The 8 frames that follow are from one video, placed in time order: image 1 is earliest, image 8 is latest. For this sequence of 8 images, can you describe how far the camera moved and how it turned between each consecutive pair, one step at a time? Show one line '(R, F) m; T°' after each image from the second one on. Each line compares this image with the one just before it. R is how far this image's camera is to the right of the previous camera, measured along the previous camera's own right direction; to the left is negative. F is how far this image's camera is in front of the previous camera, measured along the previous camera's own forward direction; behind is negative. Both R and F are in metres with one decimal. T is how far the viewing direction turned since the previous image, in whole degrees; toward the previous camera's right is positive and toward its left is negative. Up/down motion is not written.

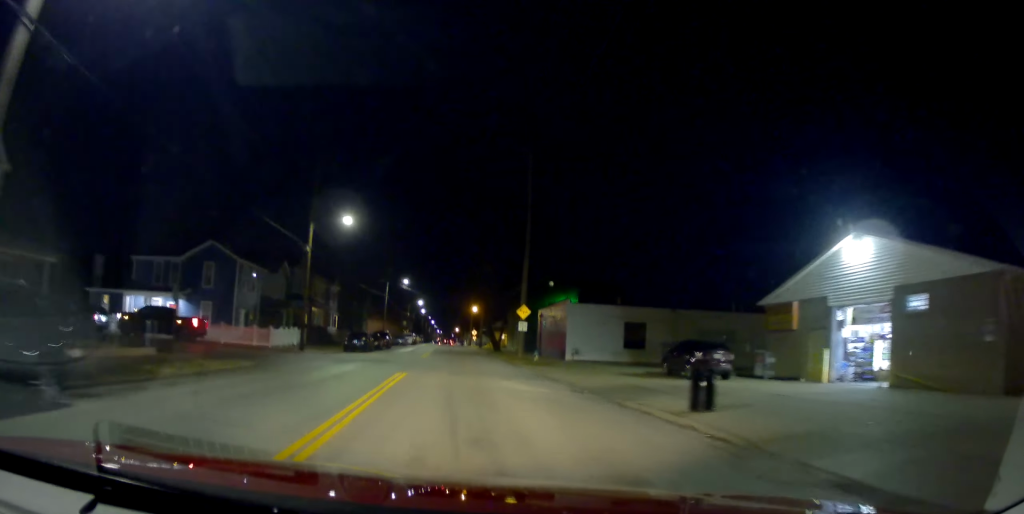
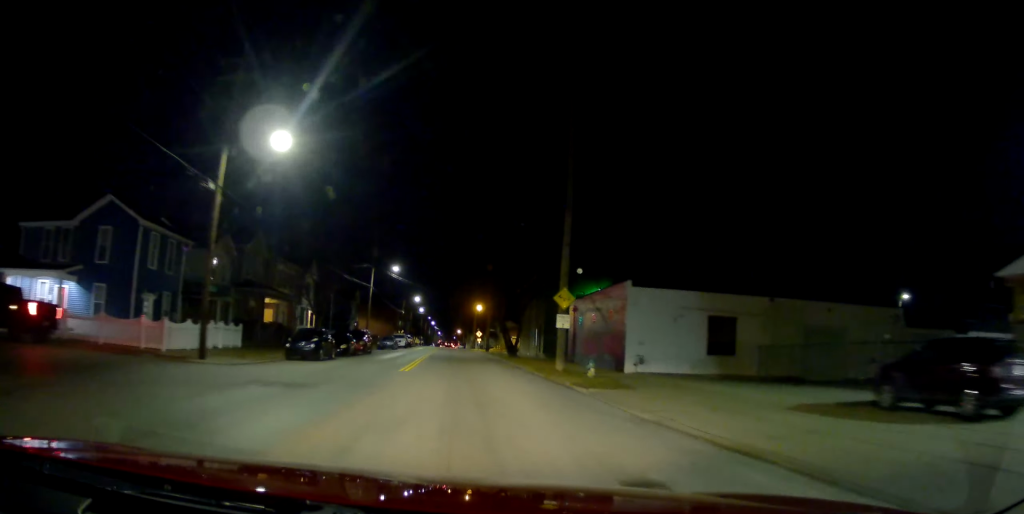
(+0.3, +15.1) m; +1°
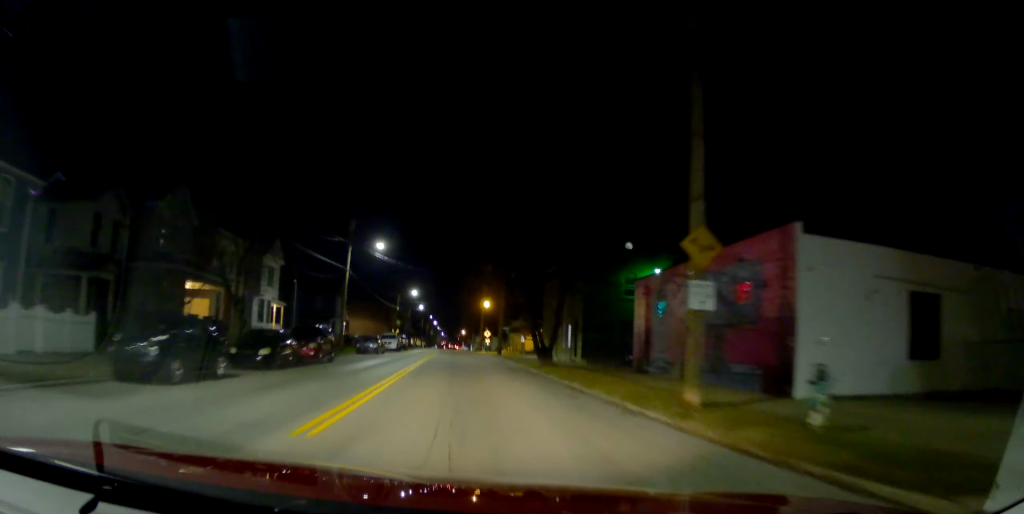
(-0.2, +15.1) m; -1°
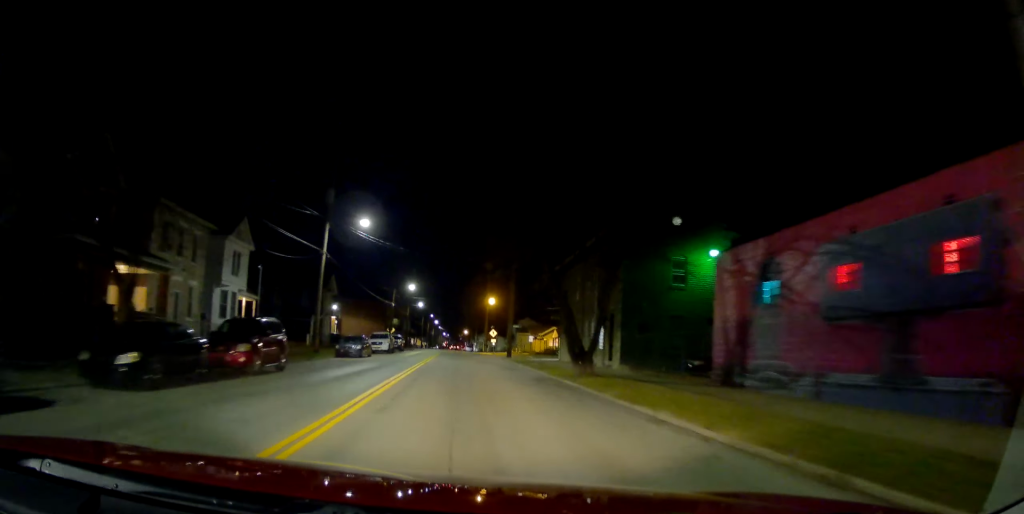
(0.0, +9.0) m; 0°
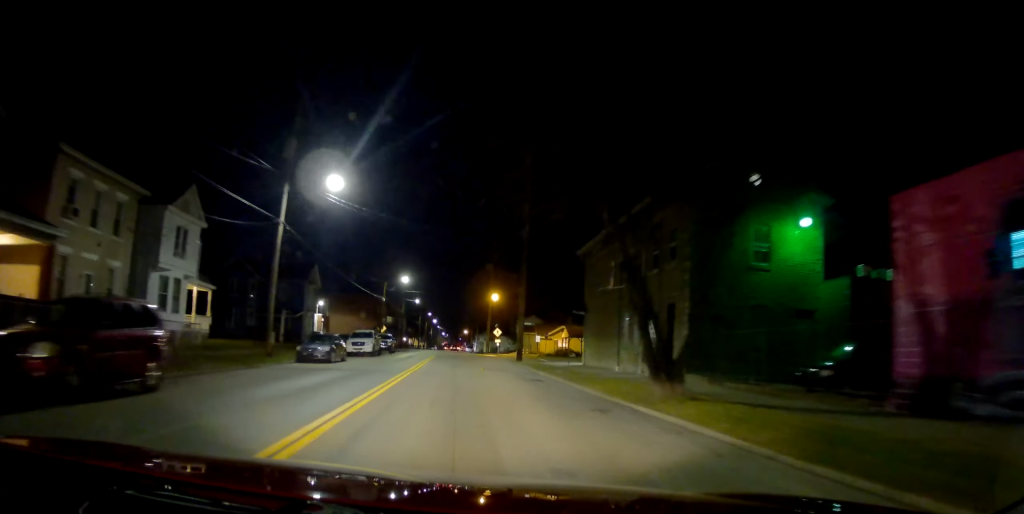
(0.0, +9.4) m; 0°
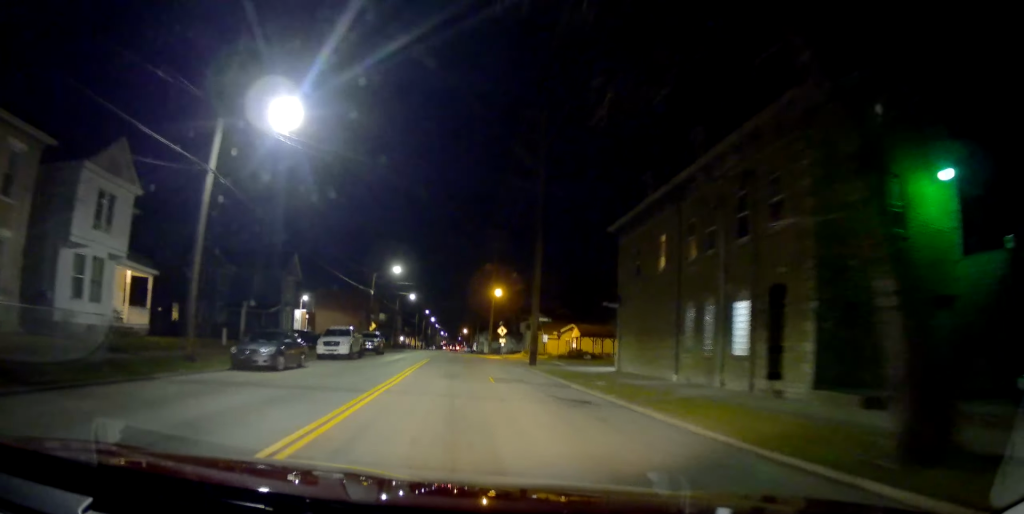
(0.0, +8.6) m; +1°
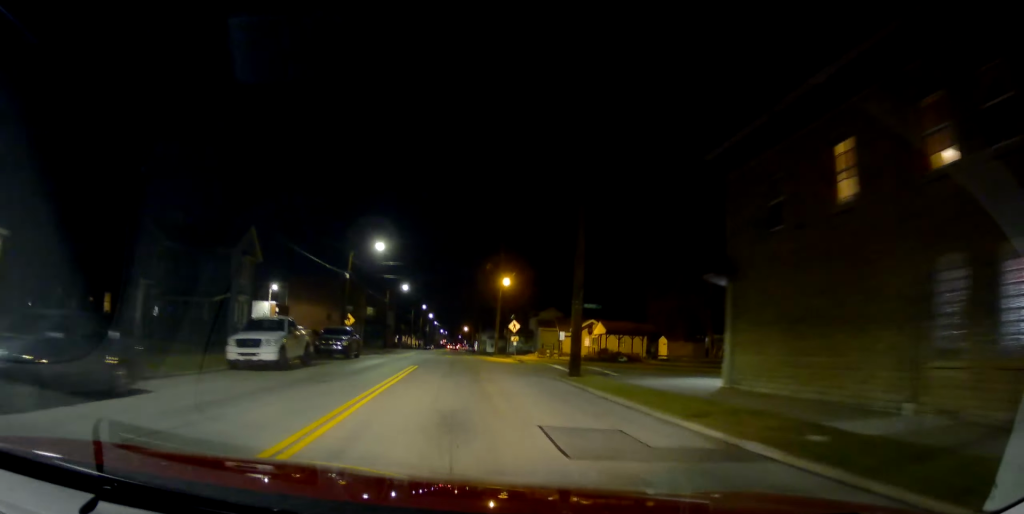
(+0.3, +13.2) m; +2°
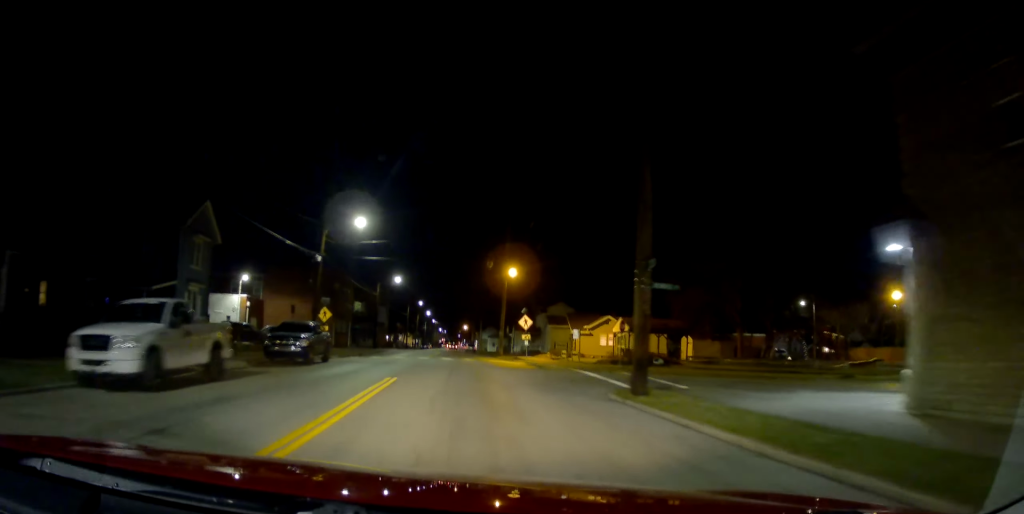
(+0.2, +8.9) m; 0°
